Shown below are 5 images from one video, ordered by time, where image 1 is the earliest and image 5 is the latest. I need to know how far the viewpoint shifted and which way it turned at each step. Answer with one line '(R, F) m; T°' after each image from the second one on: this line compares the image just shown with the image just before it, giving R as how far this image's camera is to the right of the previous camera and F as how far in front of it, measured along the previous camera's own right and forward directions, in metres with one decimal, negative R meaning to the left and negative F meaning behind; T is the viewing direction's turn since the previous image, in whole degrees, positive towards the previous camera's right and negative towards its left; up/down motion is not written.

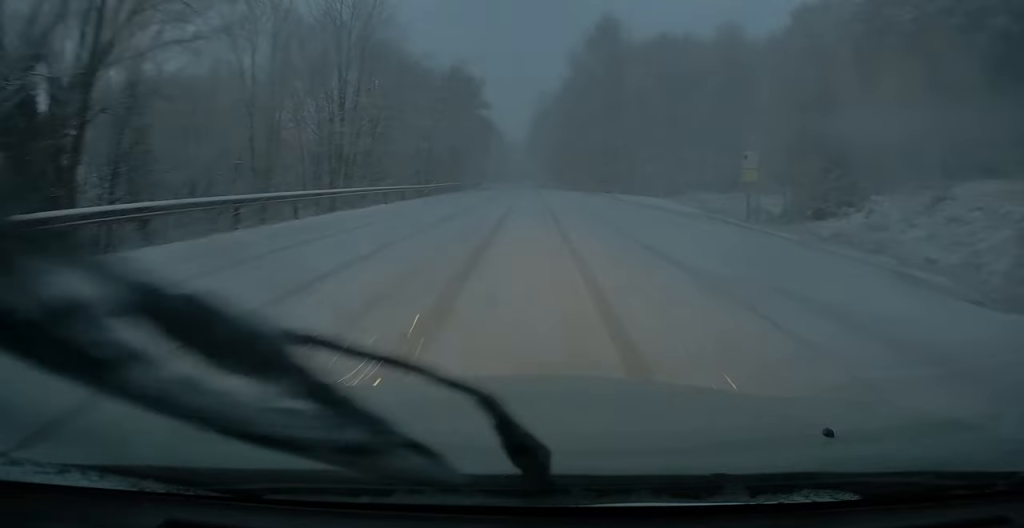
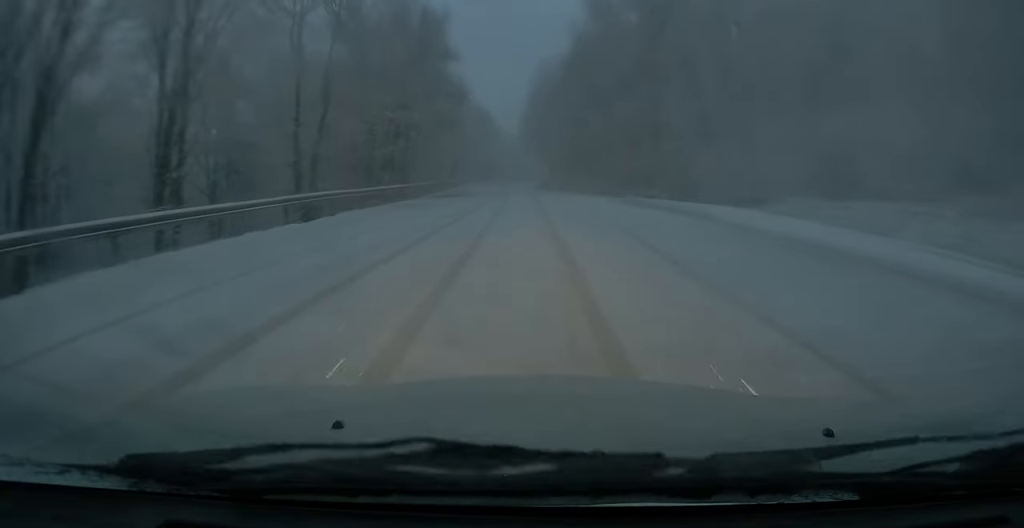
(+0.5, +28.1) m; +1°
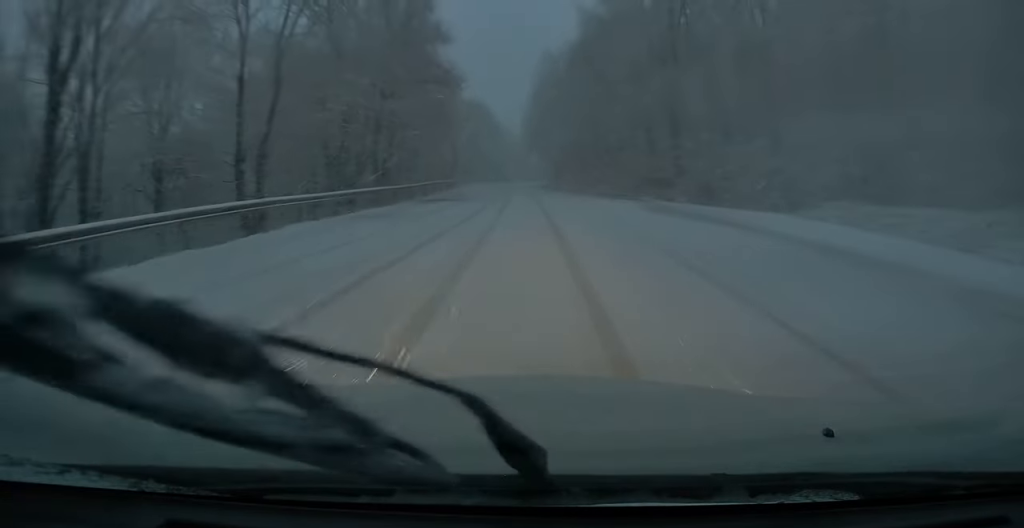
(0.0, +5.7) m; -1°
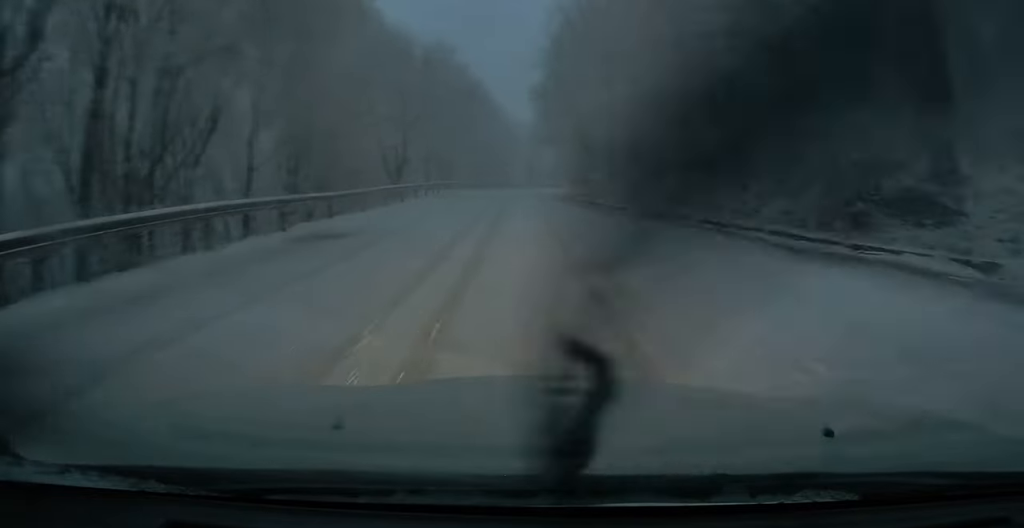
(-0.3, +30.6) m; +1°
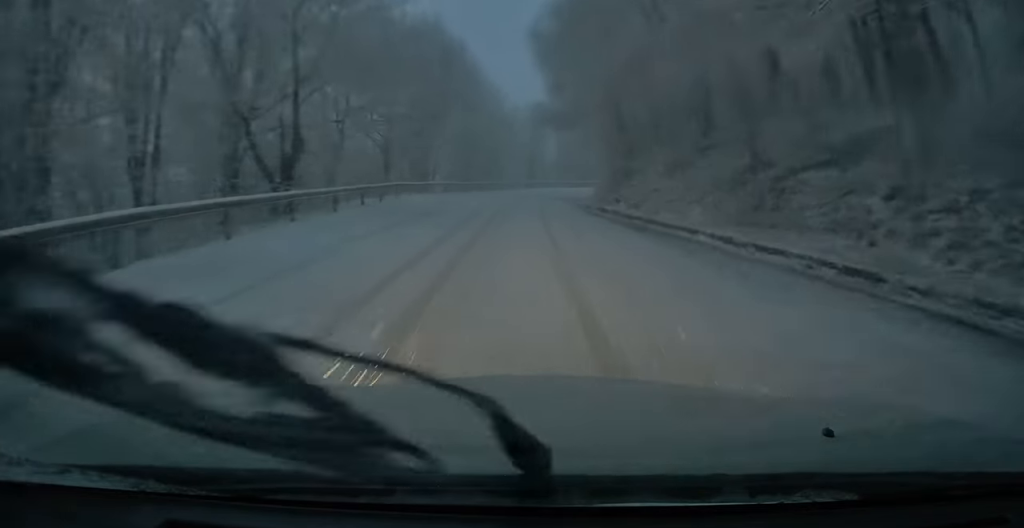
(+0.6, +18.1) m; +3°
